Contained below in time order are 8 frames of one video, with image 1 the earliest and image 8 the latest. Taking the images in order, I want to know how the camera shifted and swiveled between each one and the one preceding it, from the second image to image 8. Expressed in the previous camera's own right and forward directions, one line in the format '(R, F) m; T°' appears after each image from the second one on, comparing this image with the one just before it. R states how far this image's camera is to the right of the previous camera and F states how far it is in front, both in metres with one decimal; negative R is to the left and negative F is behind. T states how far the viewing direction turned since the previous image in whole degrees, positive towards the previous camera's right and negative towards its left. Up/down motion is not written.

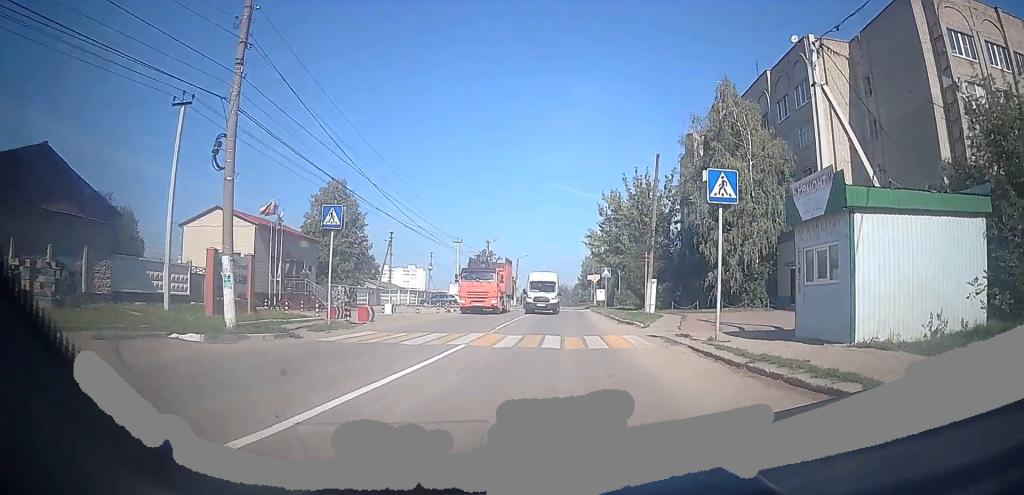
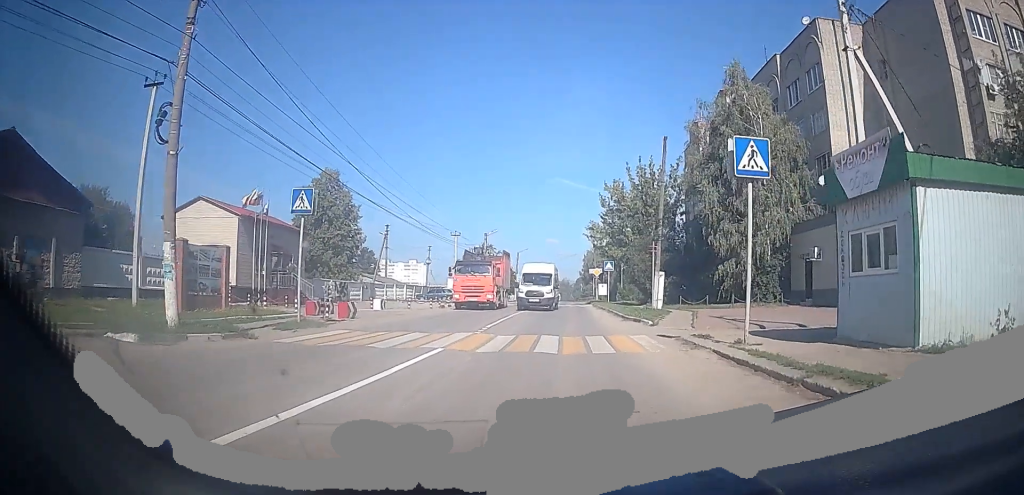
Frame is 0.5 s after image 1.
(-0.3, +2.4) m; -4°
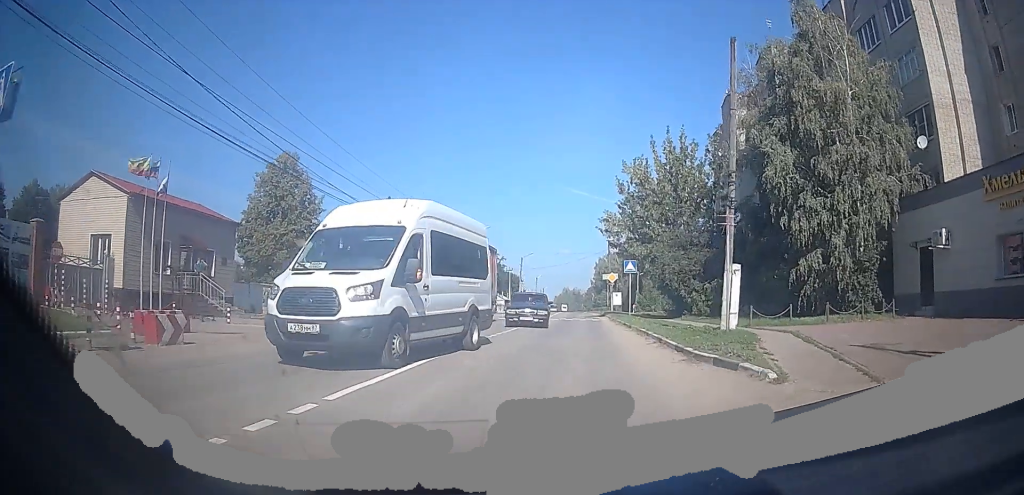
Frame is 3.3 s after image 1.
(-1.5, +11.6) m; -18°
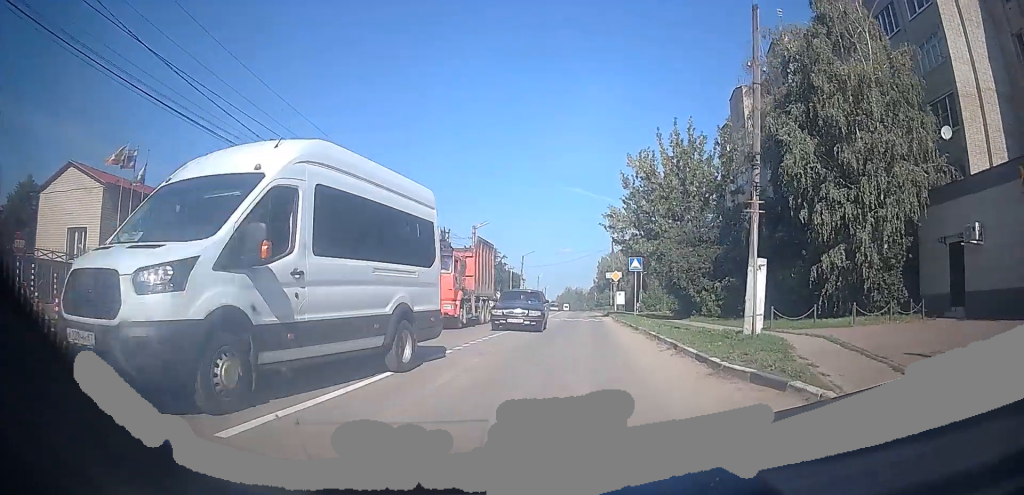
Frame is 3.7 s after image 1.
(-0.6, +1.8) m; +1°
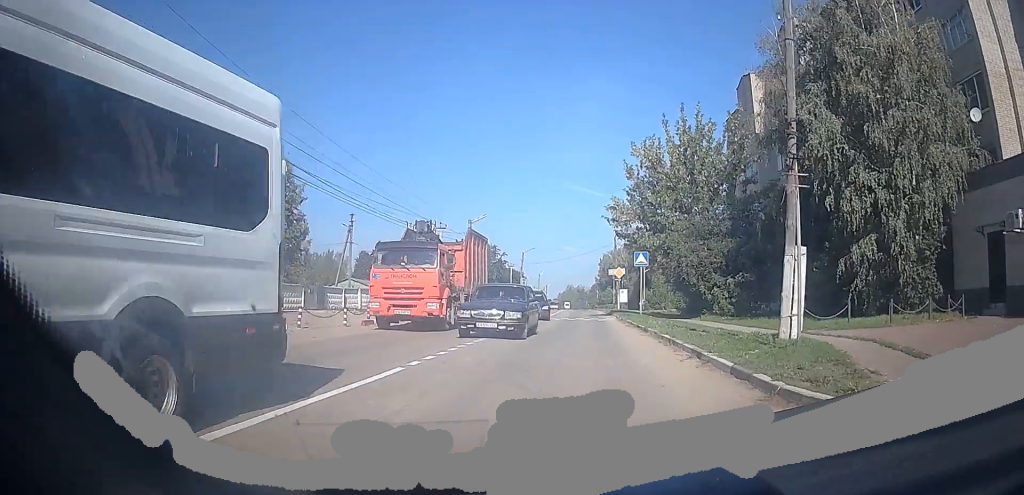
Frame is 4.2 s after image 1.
(+0.3, +2.2) m; +9°
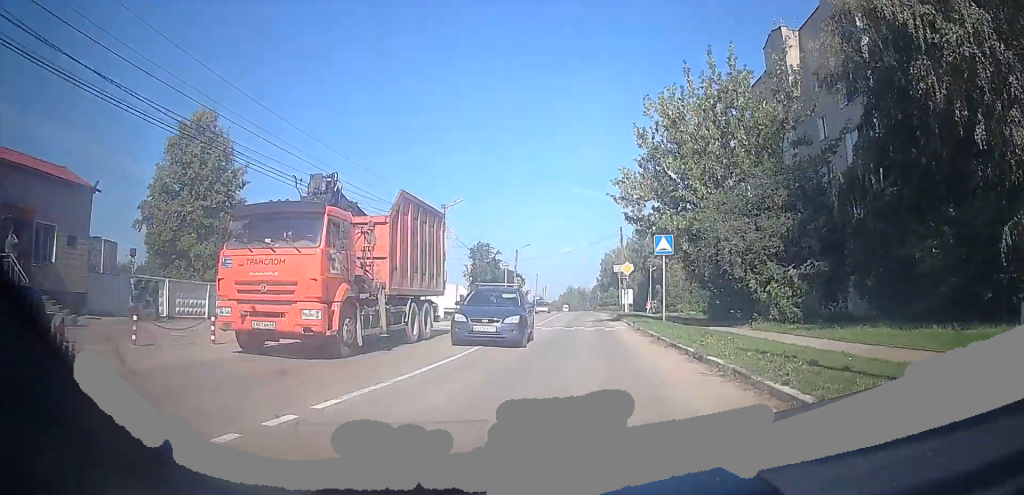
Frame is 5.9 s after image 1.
(+2.6, +8.2) m; +15°
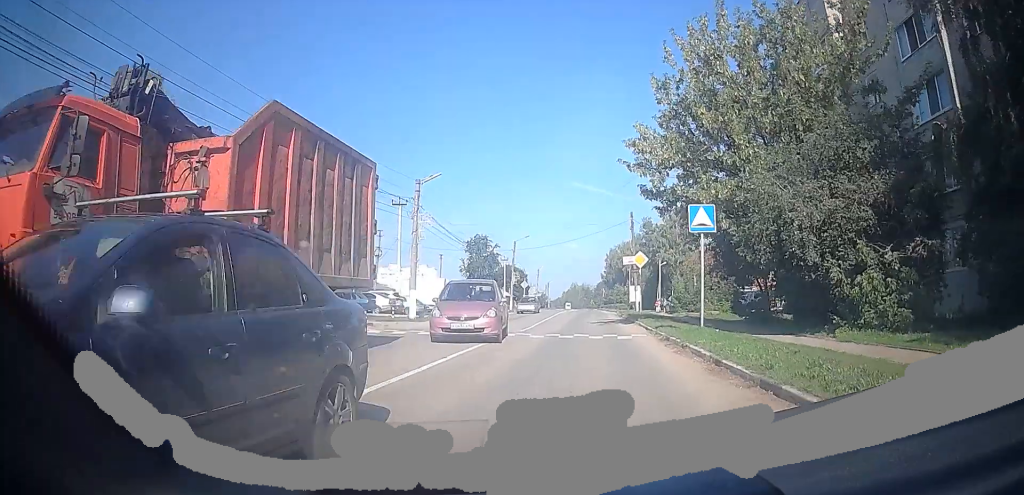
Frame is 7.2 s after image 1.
(-0.9, +6.5) m; -11°
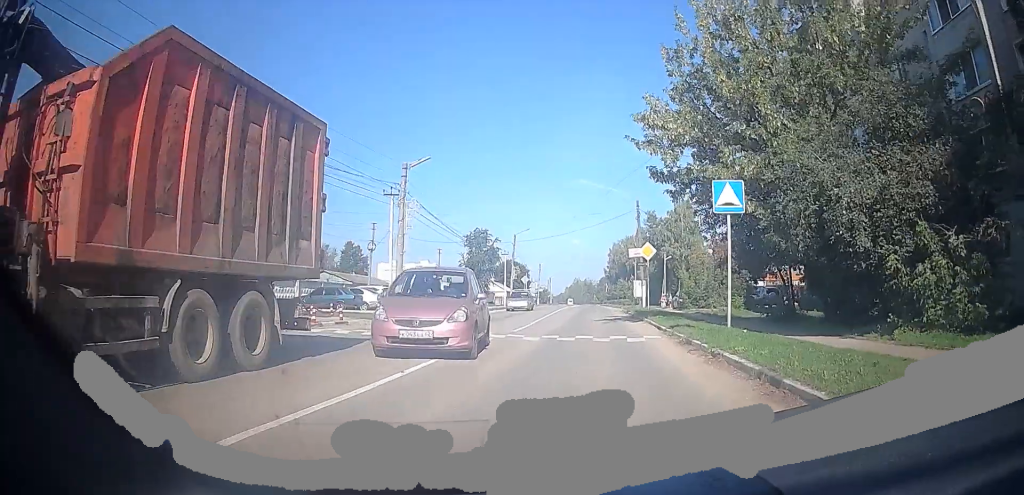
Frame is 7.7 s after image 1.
(0.0, +2.6) m; -4°
